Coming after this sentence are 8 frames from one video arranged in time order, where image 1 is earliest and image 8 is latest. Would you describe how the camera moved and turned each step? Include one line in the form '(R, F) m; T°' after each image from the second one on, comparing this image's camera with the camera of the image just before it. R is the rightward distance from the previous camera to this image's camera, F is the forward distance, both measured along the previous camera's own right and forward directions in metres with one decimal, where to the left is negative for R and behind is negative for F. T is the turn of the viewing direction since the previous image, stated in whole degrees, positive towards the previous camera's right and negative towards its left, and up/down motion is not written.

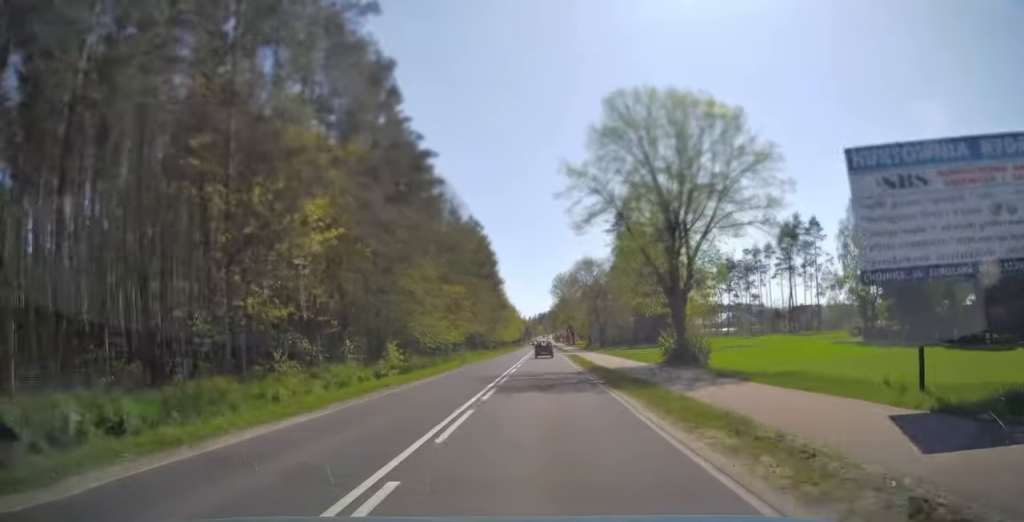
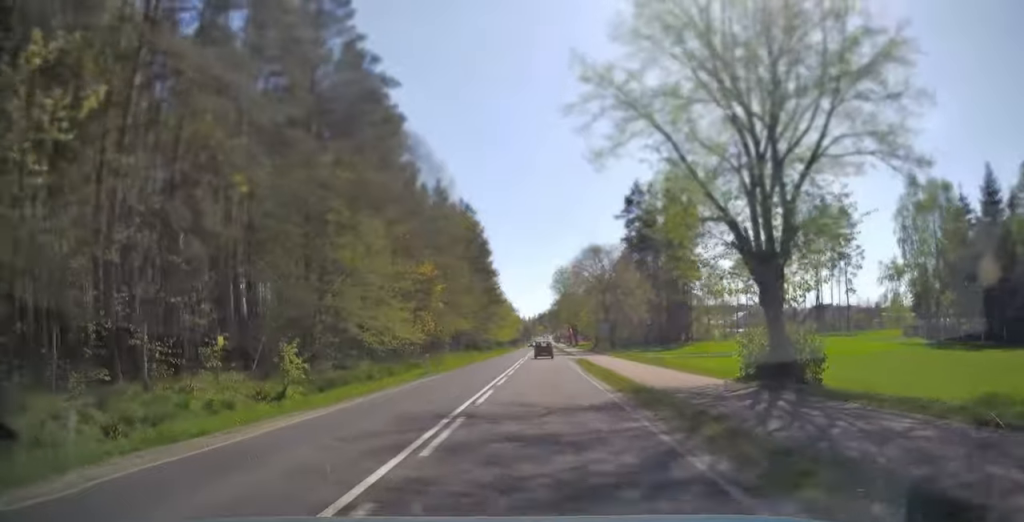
(+0.1, +12.9) m; 0°
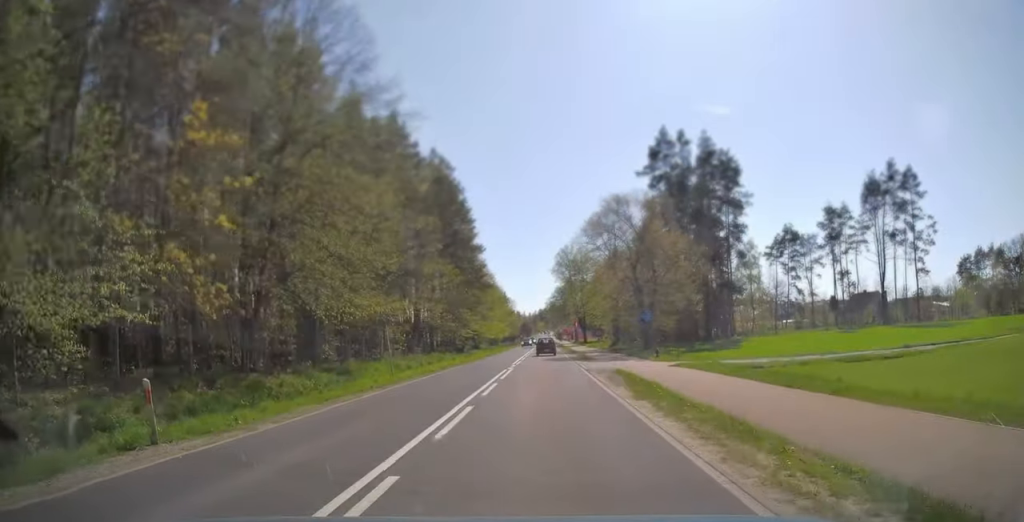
(-0.1, +23.2) m; 0°
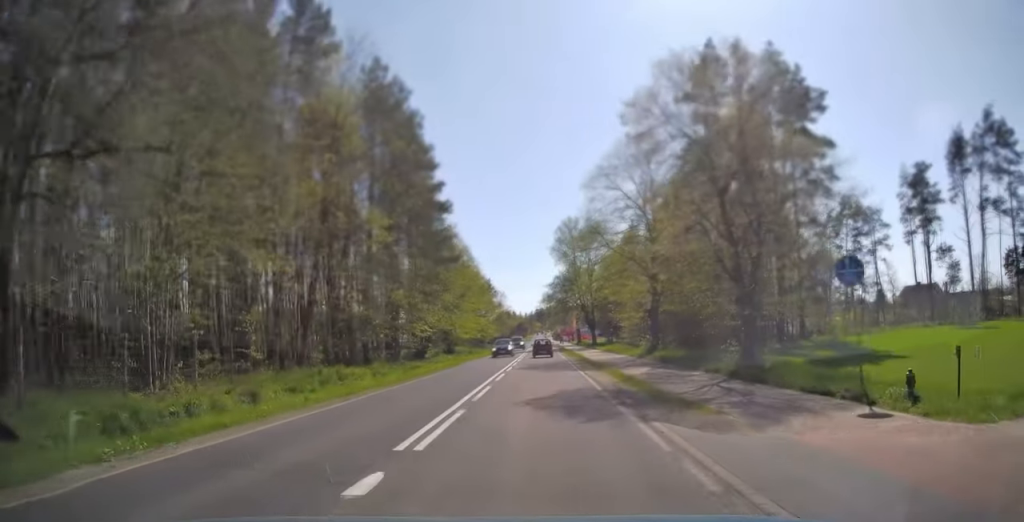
(+0.2, +23.9) m; 0°
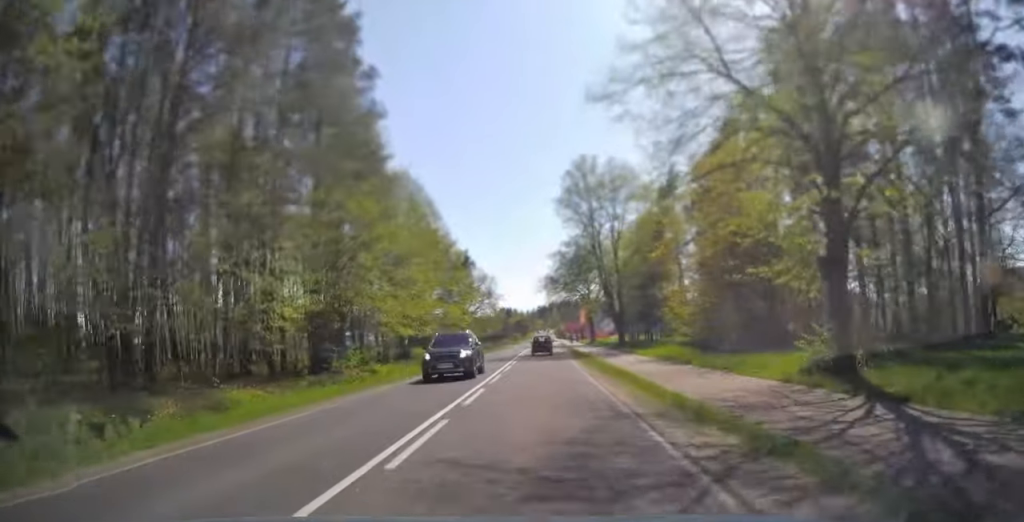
(-0.1, +25.6) m; 0°
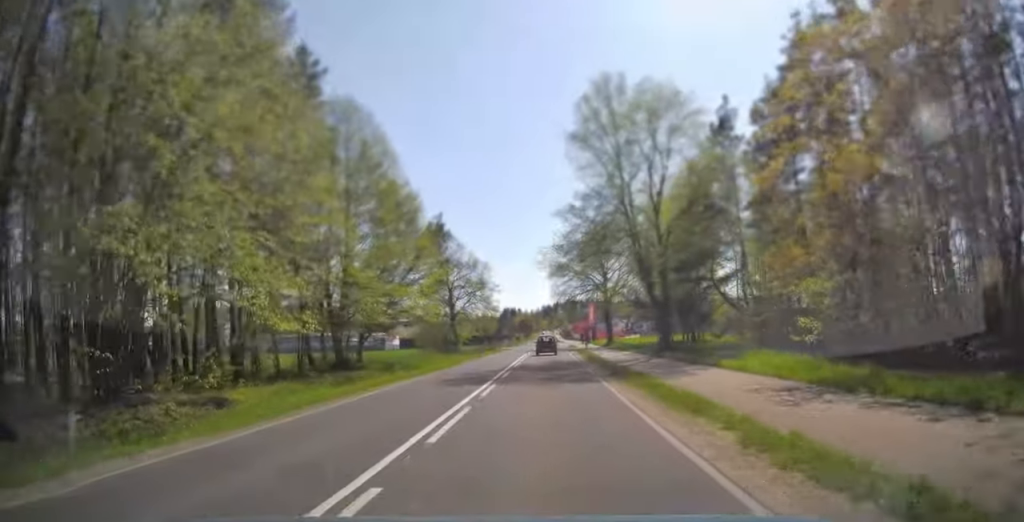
(0.0, +16.8) m; 0°
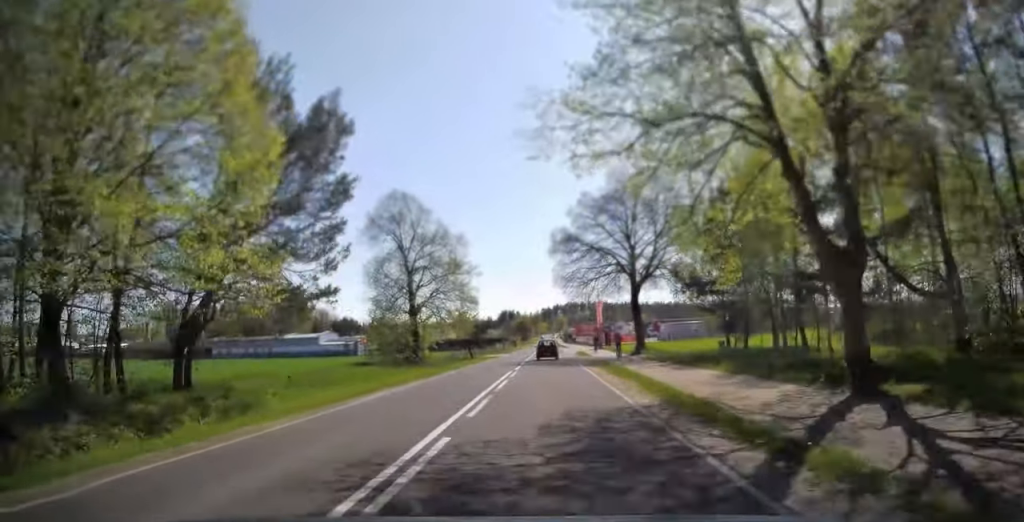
(-0.1, +21.2) m; 0°
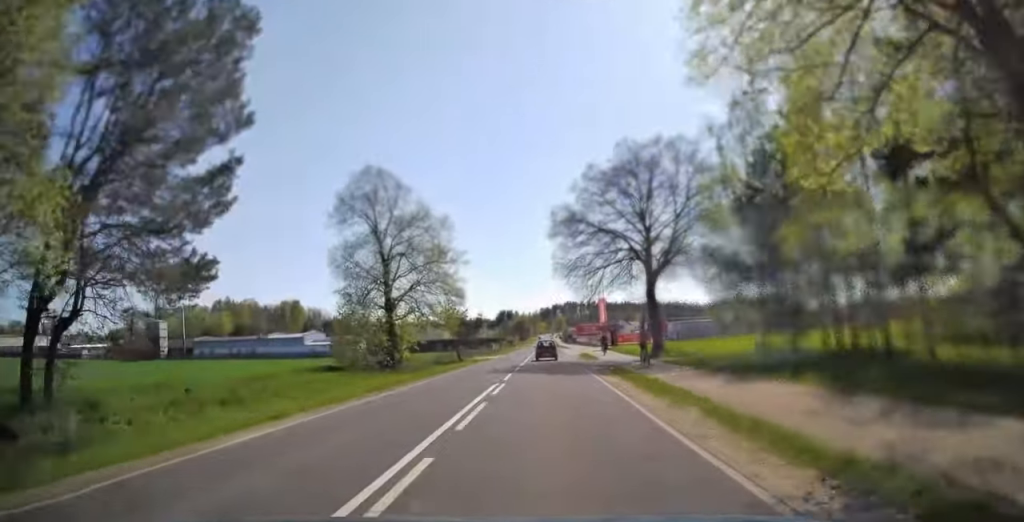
(0.0, +7.4) m; 0°
